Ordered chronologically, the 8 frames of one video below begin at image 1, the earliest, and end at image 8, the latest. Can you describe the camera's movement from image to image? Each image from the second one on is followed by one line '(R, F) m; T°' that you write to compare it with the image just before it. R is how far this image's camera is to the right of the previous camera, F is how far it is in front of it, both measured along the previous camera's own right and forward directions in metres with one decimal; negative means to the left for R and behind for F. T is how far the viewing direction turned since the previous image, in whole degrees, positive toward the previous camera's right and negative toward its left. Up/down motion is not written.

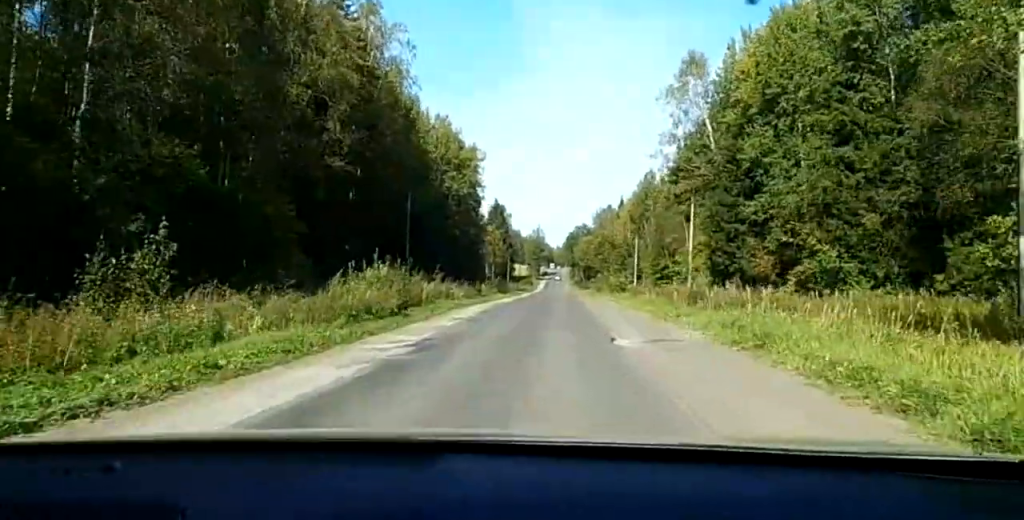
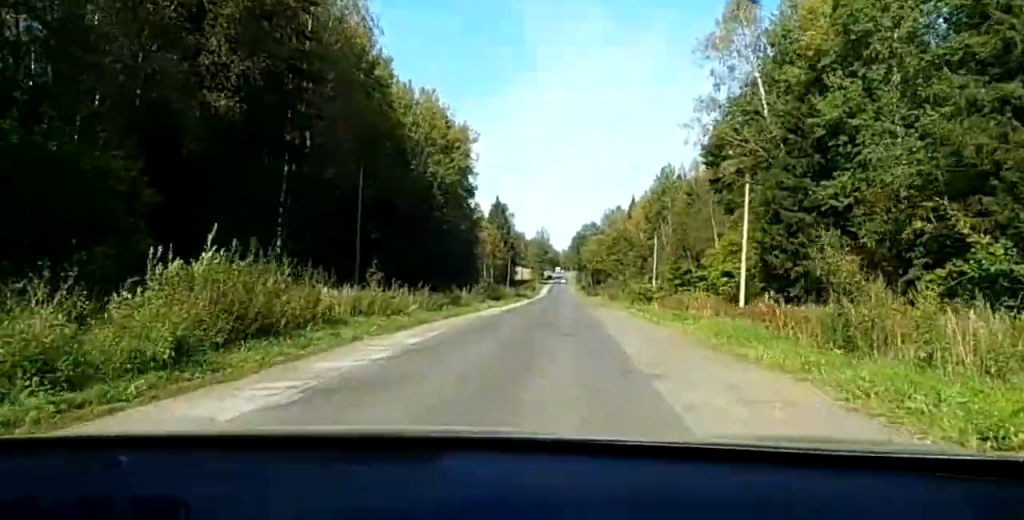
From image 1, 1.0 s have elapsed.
(+0.1, +20.0) m; 0°
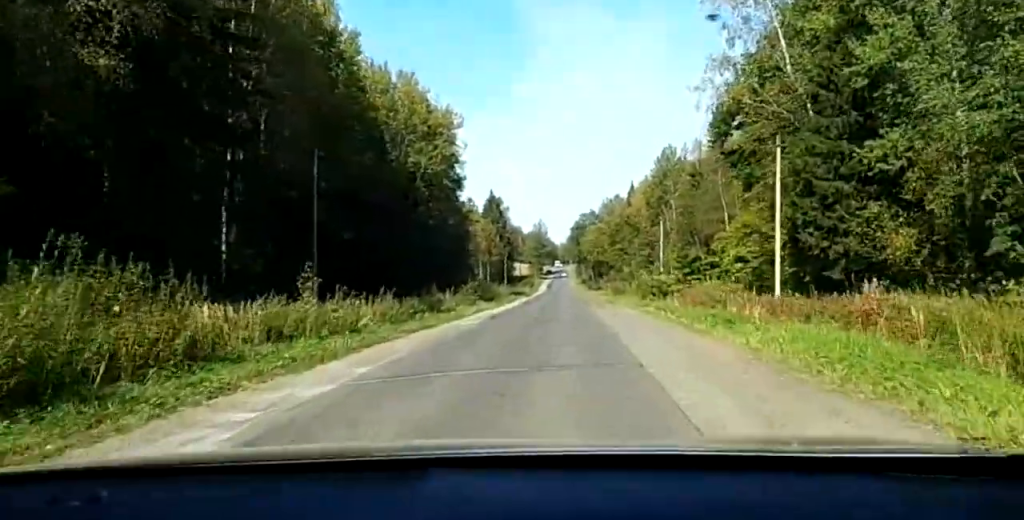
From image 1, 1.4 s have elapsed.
(+0.2, +9.2) m; 0°
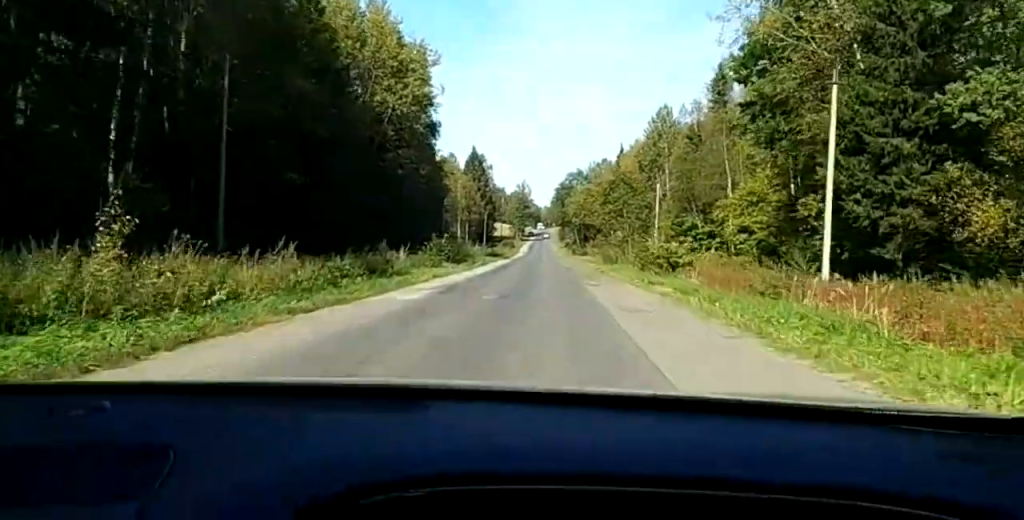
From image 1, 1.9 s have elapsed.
(0.0, +11.1) m; 0°
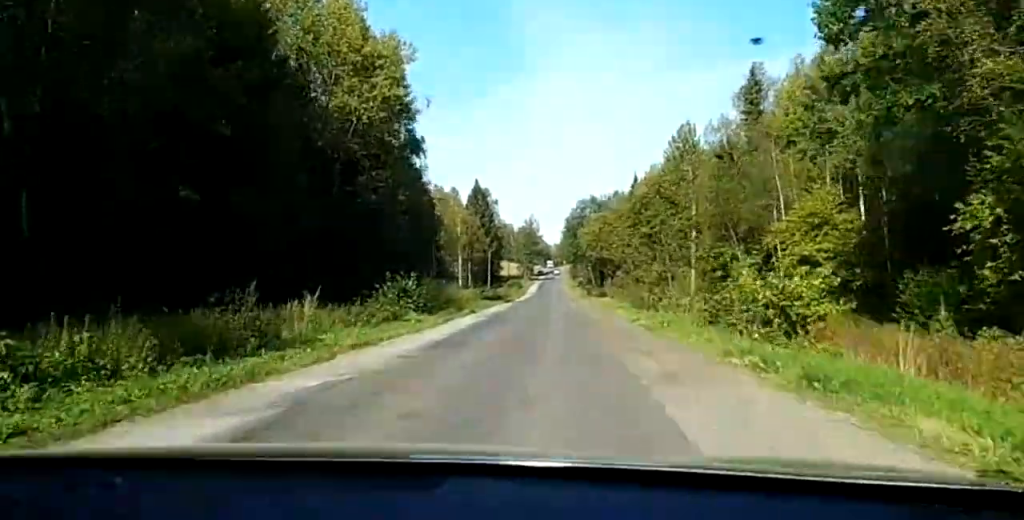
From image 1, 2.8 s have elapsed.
(-0.4, +19.2) m; -1°
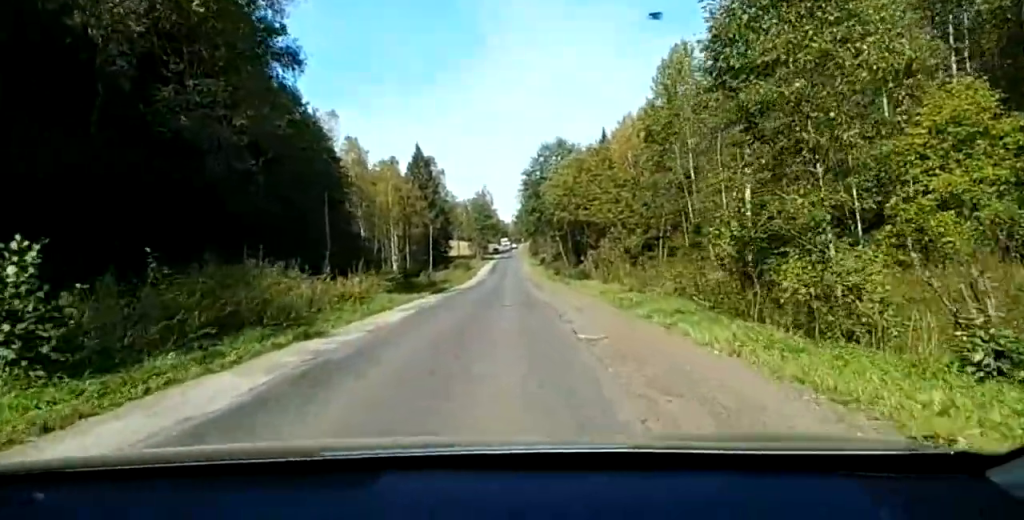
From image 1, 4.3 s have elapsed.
(-0.2, +36.0) m; -1°
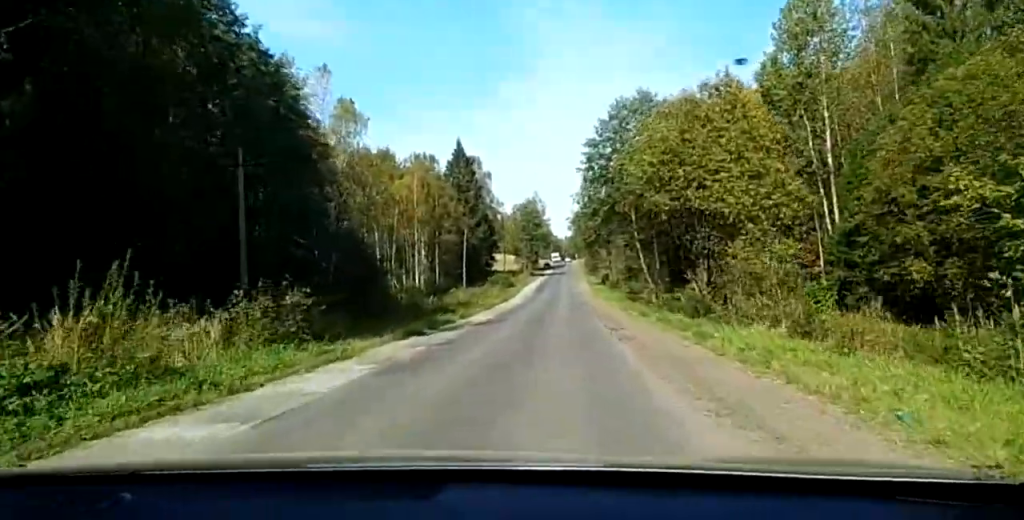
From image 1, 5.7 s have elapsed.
(-0.2, +34.8) m; 0°
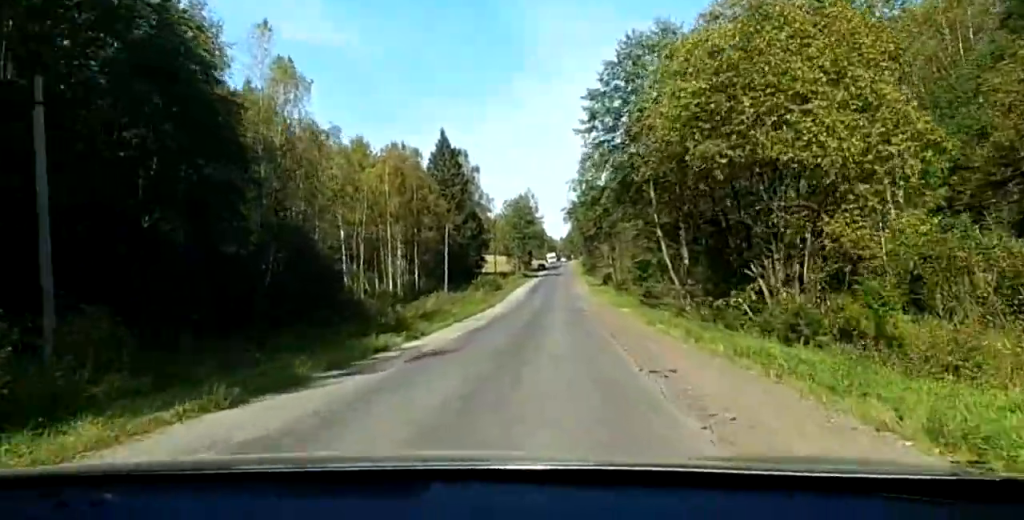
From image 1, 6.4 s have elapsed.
(0.0, +16.2) m; +1°
